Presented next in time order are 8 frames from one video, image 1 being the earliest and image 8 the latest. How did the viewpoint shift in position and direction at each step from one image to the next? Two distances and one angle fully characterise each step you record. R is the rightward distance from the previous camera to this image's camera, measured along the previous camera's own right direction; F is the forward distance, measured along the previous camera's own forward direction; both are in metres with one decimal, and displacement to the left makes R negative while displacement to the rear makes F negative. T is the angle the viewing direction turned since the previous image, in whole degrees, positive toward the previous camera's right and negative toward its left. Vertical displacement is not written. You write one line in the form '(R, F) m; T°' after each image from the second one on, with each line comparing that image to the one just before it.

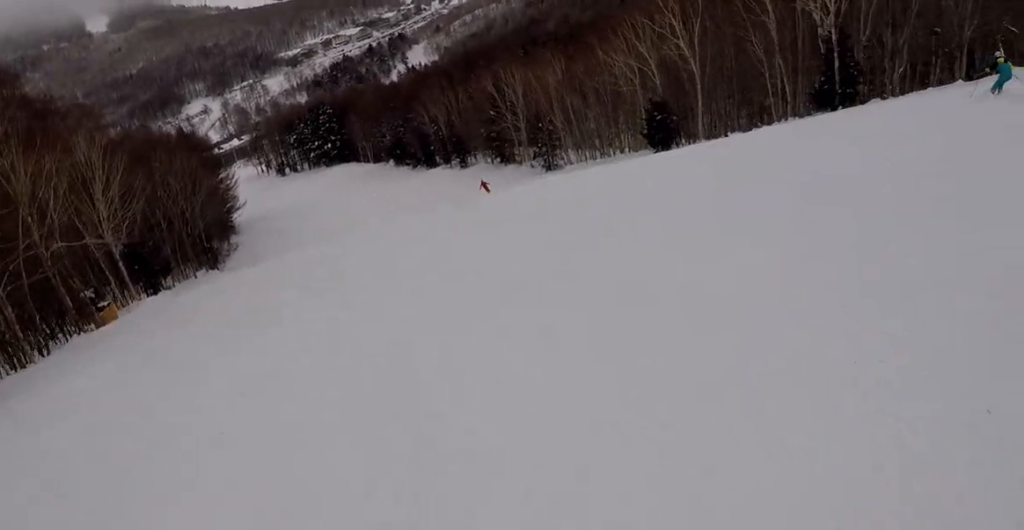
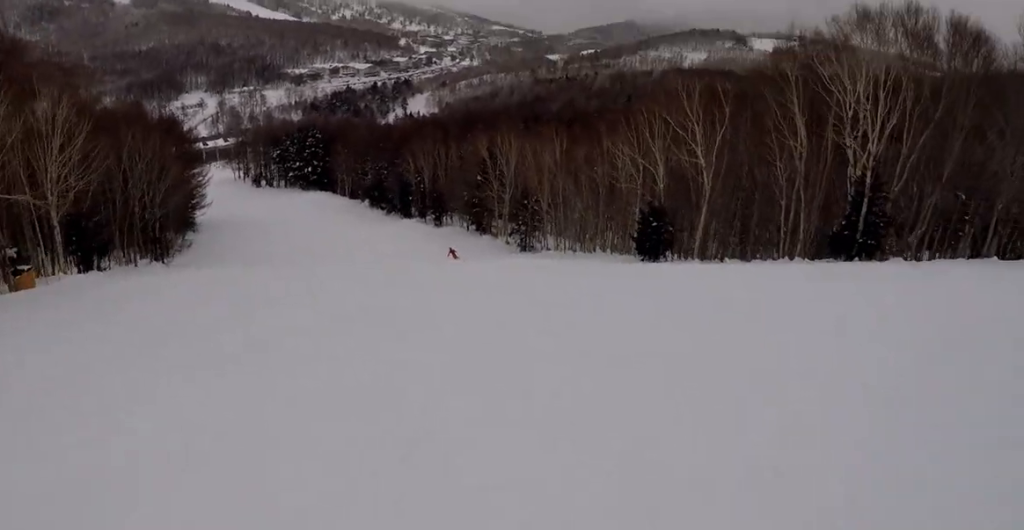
(0.0, +4.4) m; -2°
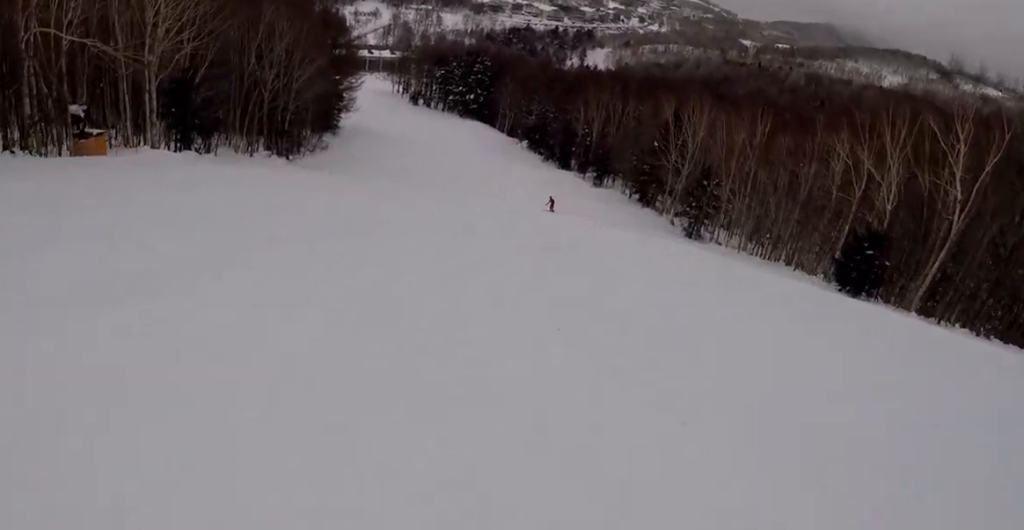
(-0.8, +9.1) m; -5°
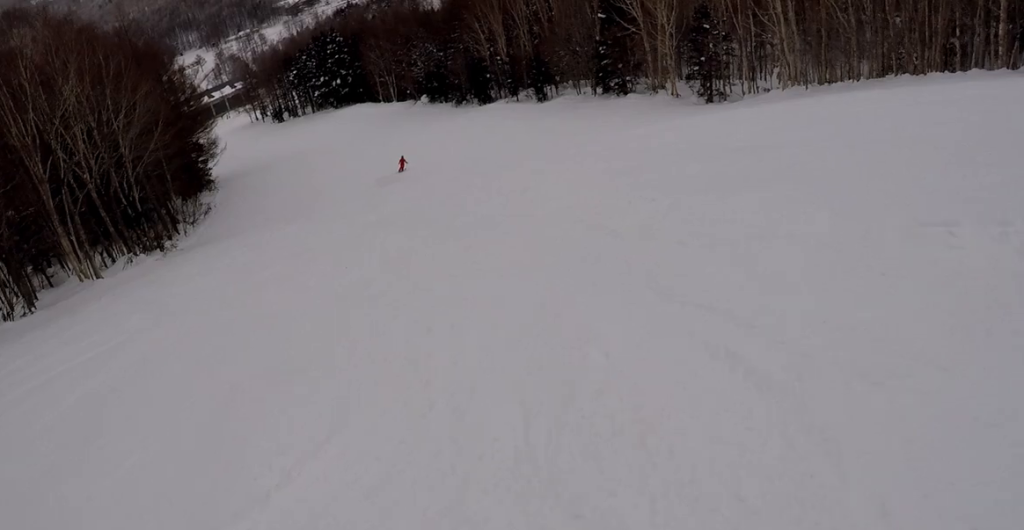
(+1.0, +21.5) m; +8°
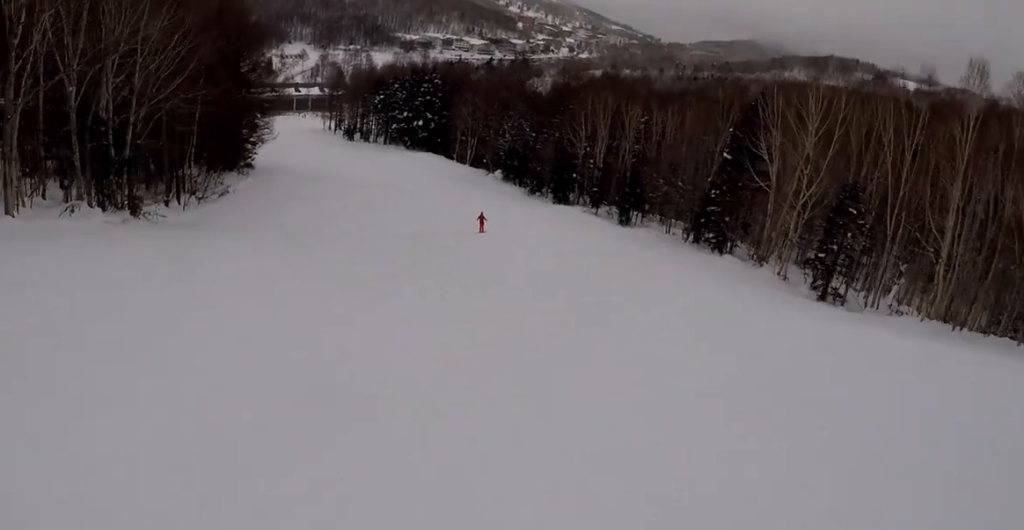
(+0.7, +10.5) m; 0°
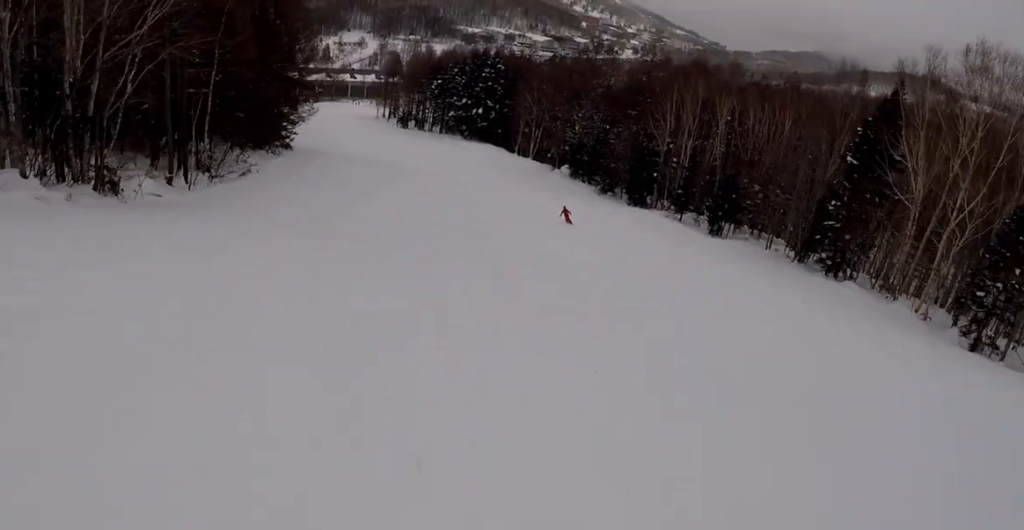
(-0.8, +10.0) m; -3°
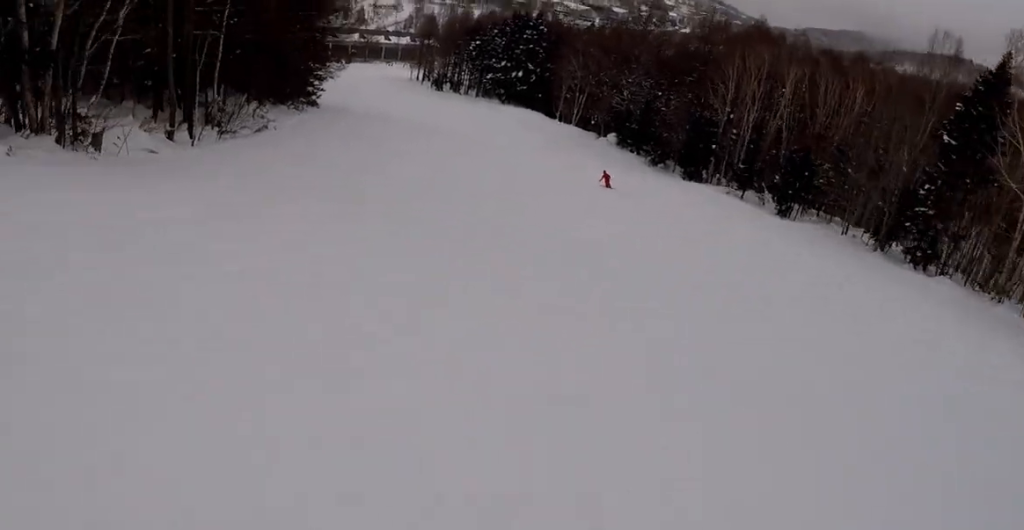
(0.0, +6.2) m; -2°
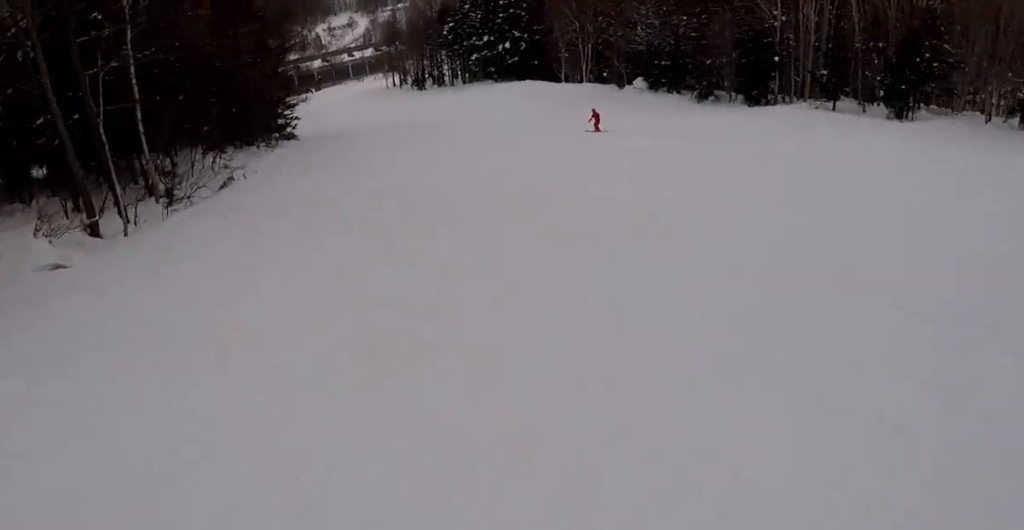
(-0.1, +12.5) m; -2°
